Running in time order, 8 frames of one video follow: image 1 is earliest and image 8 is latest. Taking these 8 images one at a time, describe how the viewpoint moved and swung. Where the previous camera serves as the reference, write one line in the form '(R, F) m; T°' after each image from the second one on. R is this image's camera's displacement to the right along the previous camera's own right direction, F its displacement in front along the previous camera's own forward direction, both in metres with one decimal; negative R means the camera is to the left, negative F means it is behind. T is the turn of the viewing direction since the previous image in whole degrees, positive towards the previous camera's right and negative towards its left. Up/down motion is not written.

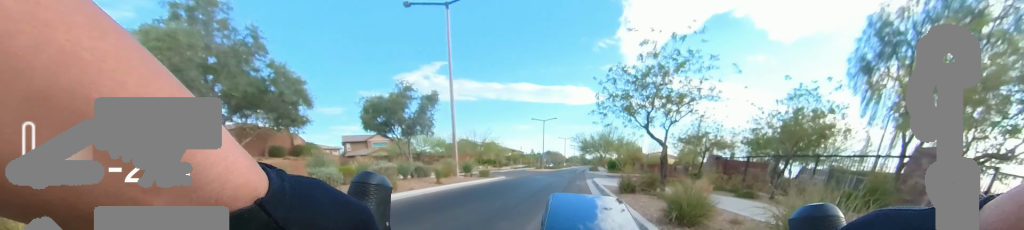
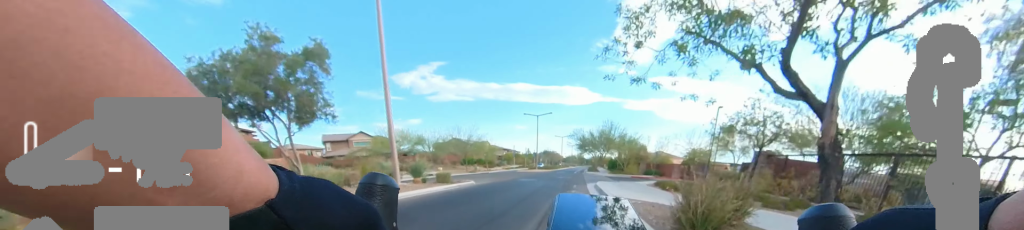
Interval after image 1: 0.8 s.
(-0.1, +5.5) m; -1°
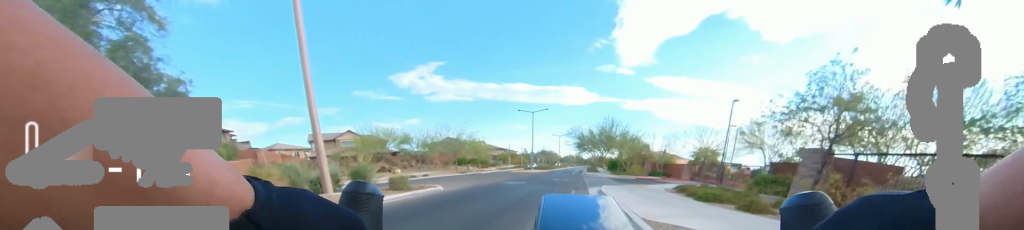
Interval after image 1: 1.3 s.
(0.0, +3.5) m; 0°
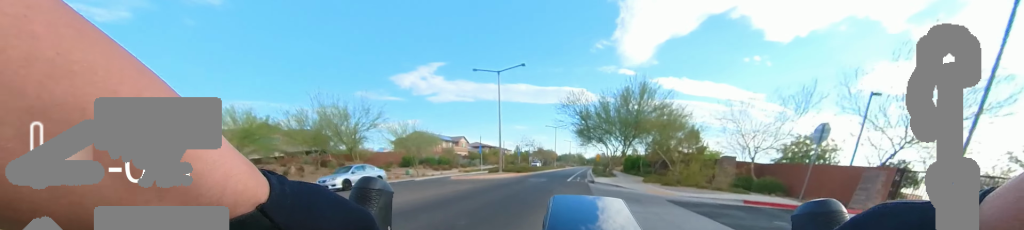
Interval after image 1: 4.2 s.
(0.0, +20.3) m; +2°
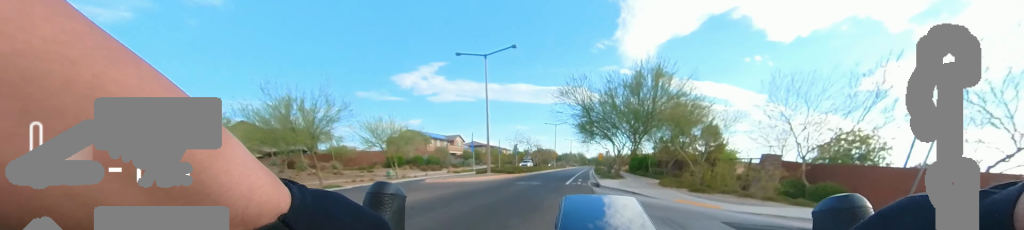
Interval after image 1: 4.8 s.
(-0.1, +3.8) m; +6°
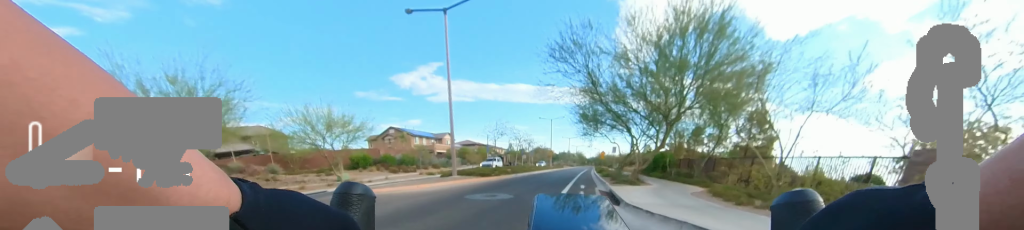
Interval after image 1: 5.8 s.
(+0.9, +6.7) m; +2°
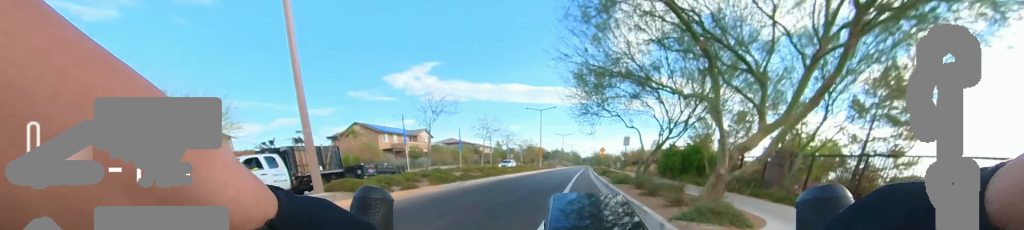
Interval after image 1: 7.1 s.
(-1.1, +9.4) m; -10°
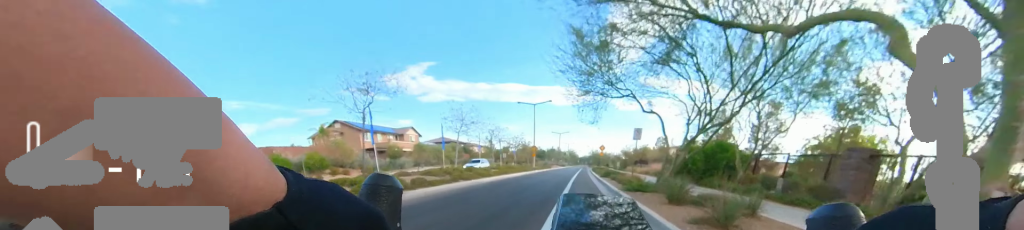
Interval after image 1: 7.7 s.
(0.0, +4.4) m; 0°
